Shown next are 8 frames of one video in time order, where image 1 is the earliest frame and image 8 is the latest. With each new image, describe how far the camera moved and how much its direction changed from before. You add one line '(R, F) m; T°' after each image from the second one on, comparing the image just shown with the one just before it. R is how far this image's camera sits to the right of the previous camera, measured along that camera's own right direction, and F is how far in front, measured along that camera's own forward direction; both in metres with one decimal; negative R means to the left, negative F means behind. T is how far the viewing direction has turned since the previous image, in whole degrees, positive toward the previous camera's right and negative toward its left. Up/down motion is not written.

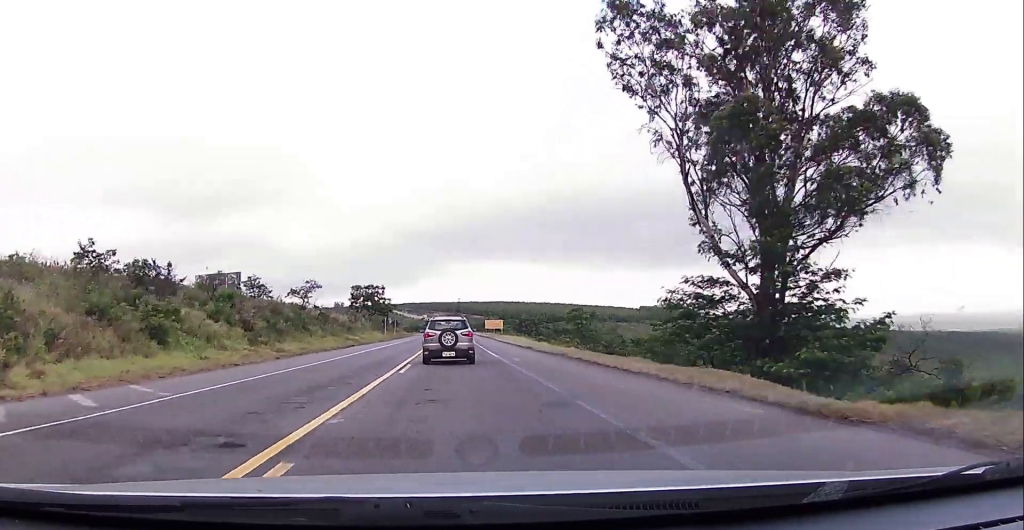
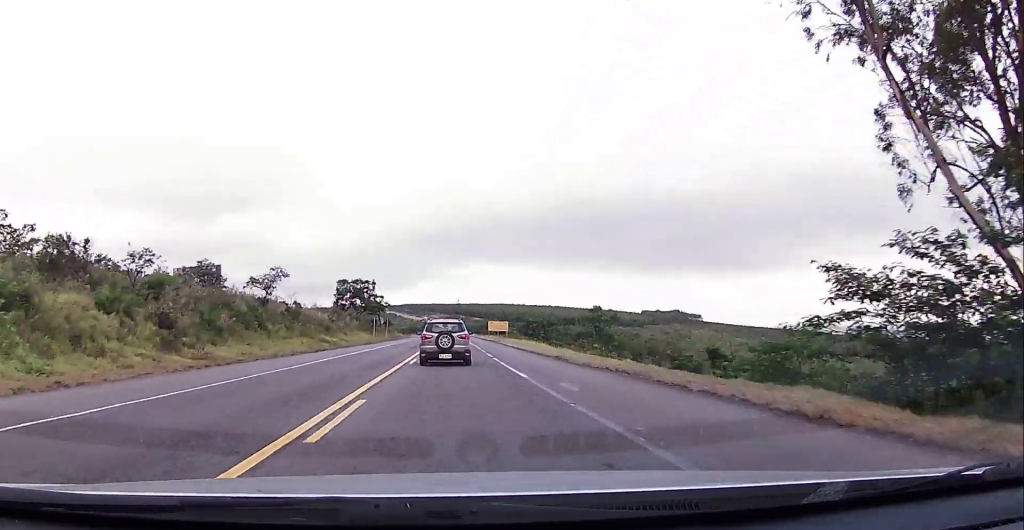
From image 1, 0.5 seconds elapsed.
(+0.1, +11.7) m; +1°
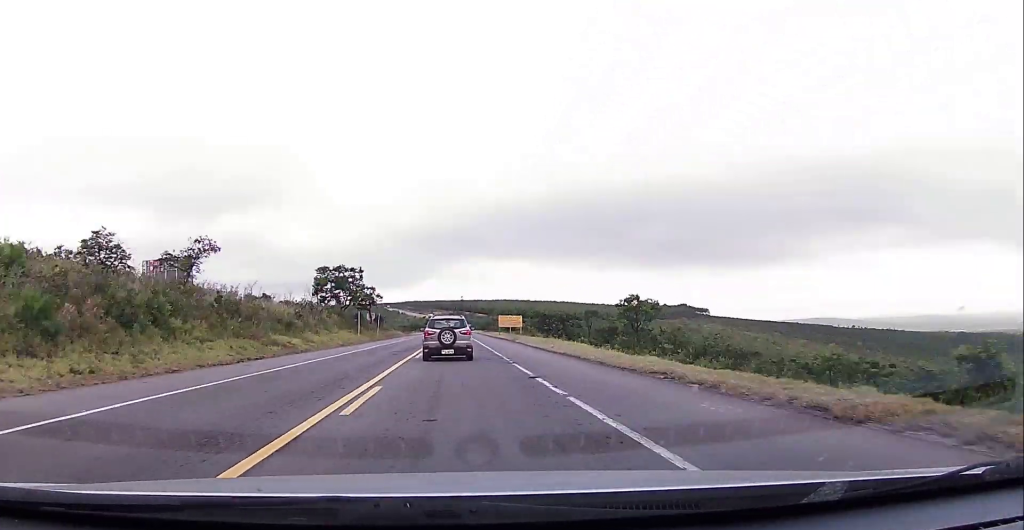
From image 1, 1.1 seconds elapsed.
(0.0, +14.9) m; -1°
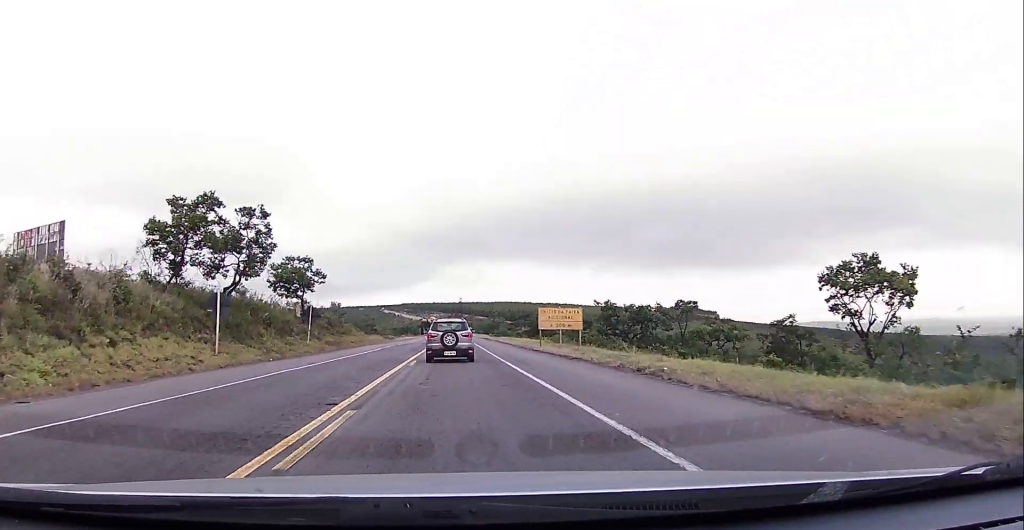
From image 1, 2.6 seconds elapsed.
(-0.9, +37.0) m; -1°
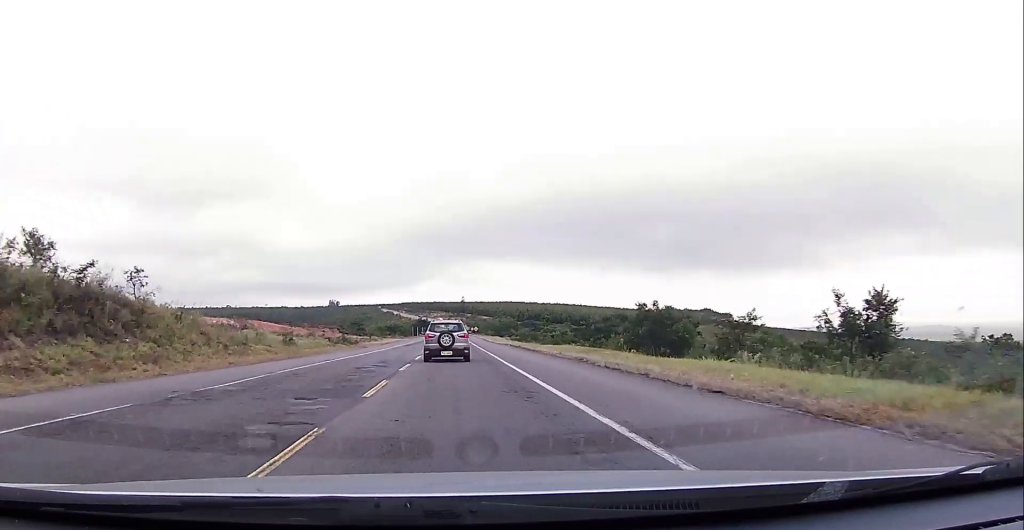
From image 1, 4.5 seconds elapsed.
(+1.0, +47.4) m; +1°
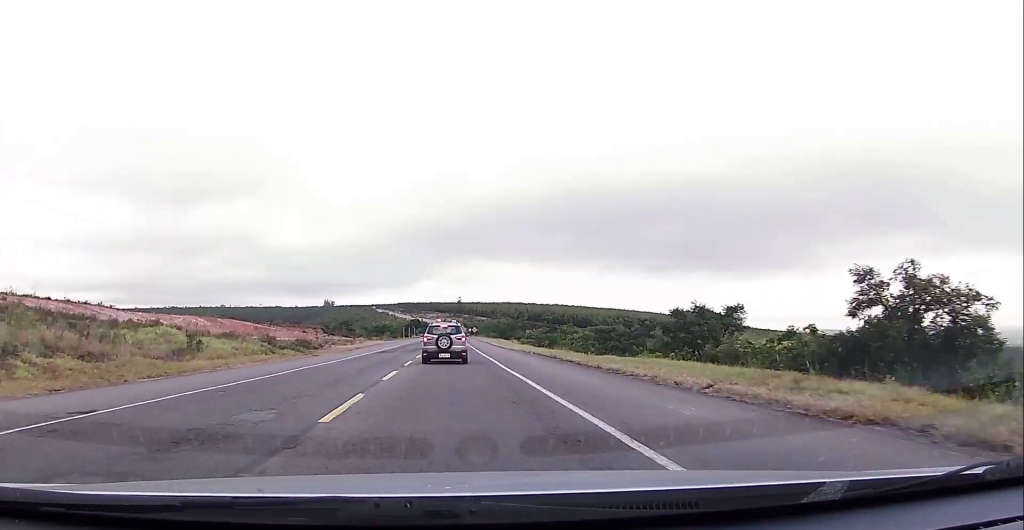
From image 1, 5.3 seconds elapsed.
(+0.1, +19.6) m; 0°
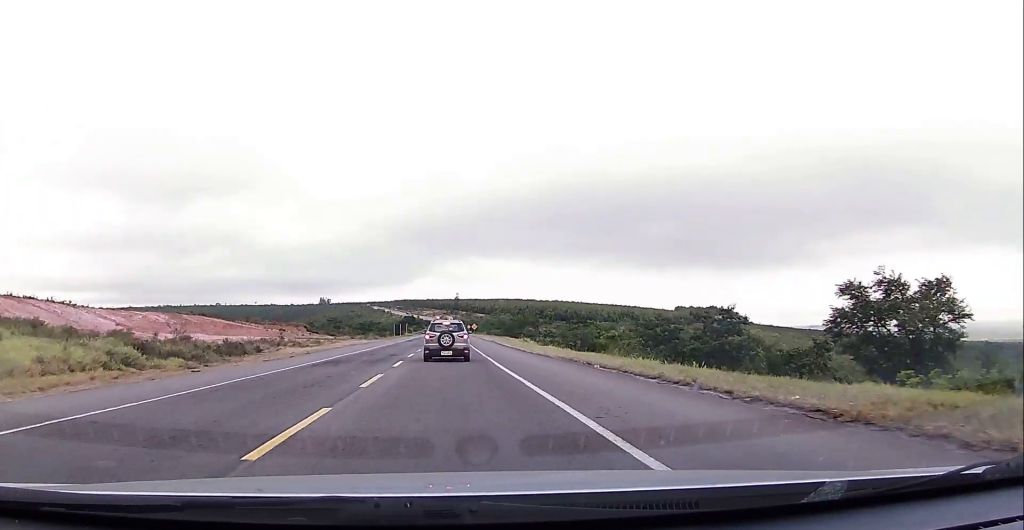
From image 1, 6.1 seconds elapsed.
(0.0, +18.9) m; -1°
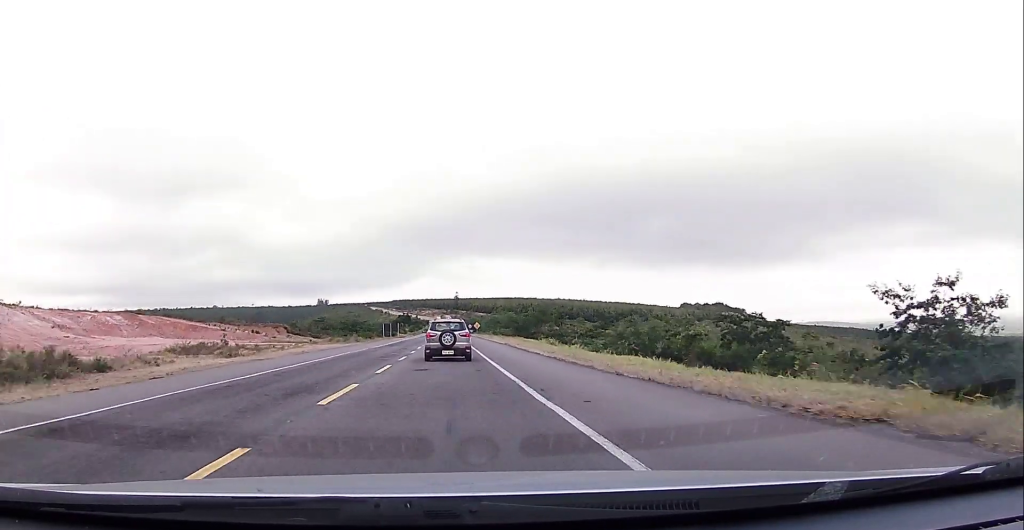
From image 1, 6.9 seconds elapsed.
(-0.1, +19.7) m; -1°
